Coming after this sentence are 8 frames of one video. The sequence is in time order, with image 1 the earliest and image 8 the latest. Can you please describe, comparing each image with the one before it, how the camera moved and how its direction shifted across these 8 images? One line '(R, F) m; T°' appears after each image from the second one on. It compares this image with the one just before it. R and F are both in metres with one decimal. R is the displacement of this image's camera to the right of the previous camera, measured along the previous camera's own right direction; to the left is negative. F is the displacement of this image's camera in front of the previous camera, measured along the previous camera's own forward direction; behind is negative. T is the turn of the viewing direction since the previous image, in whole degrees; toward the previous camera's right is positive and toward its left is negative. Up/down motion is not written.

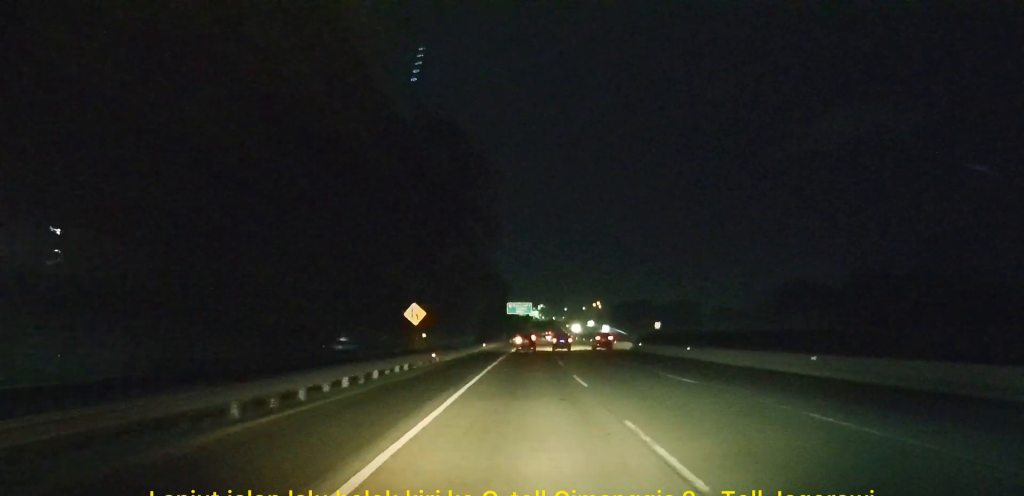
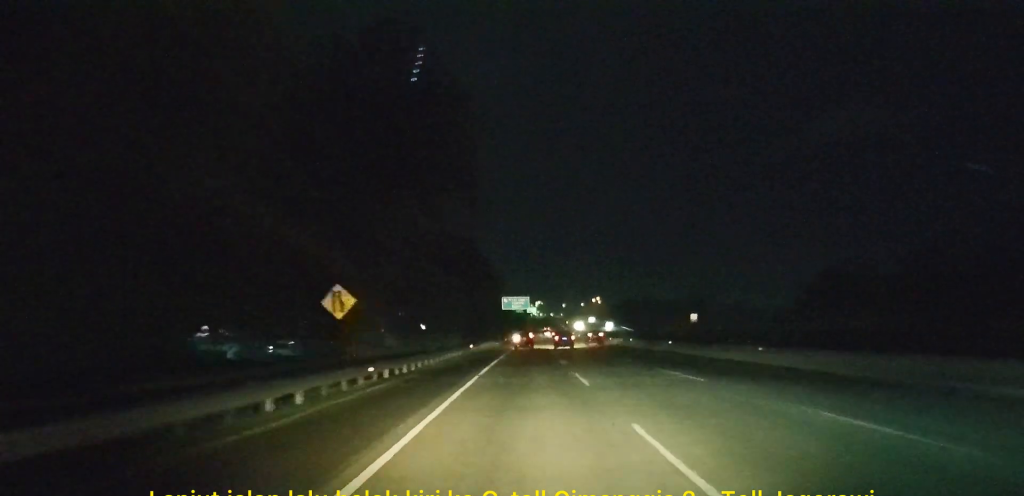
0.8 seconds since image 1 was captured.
(+0.1, +15.2) m; 0°
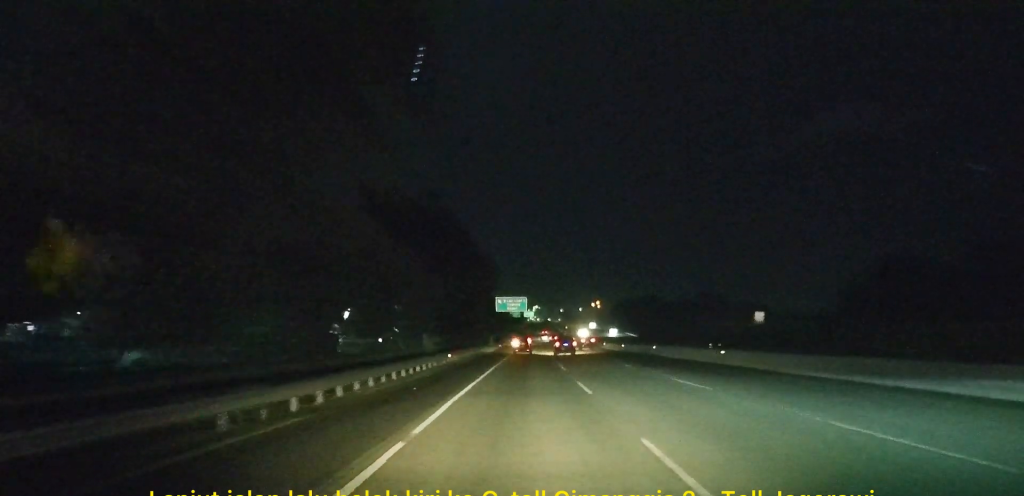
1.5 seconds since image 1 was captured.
(+0.1, +14.6) m; 0°
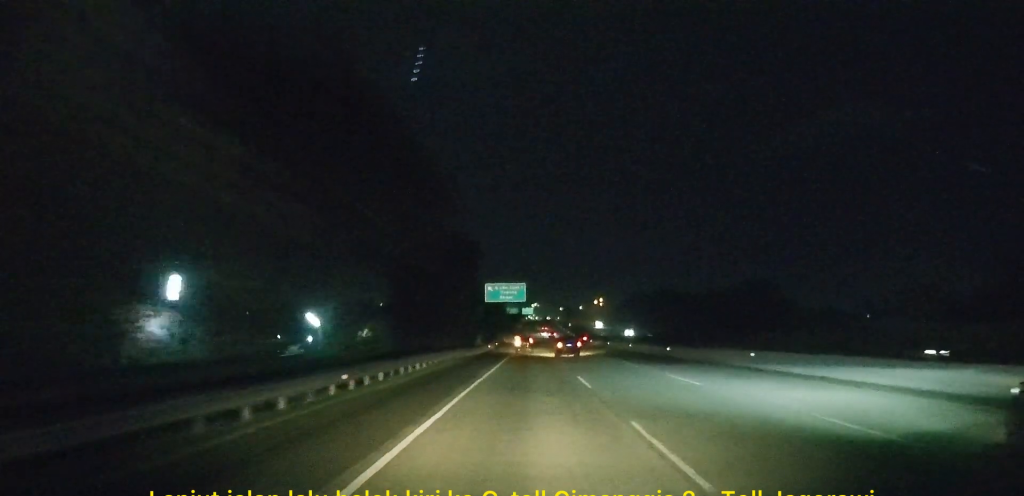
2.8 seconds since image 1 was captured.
(0.0, +27.7) m; 0°
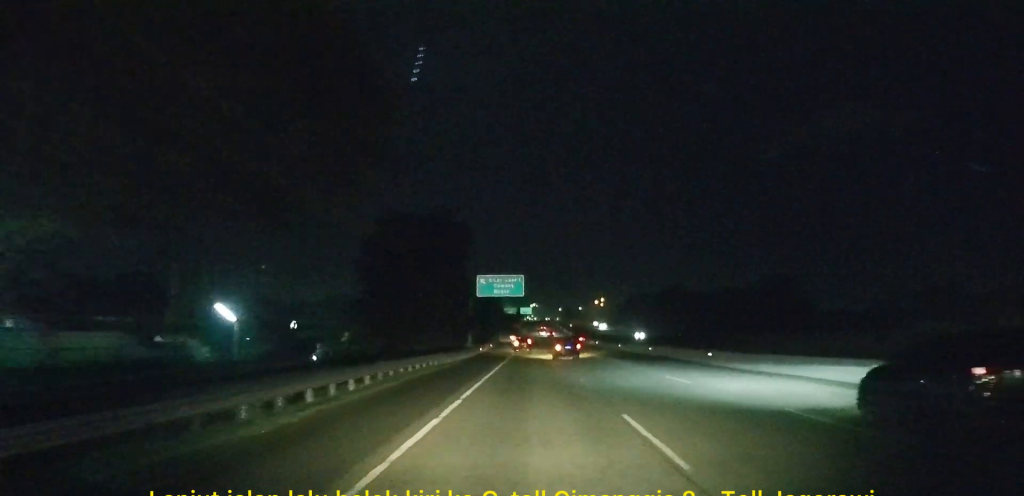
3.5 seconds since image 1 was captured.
(0.0, +13.8) m; 0°
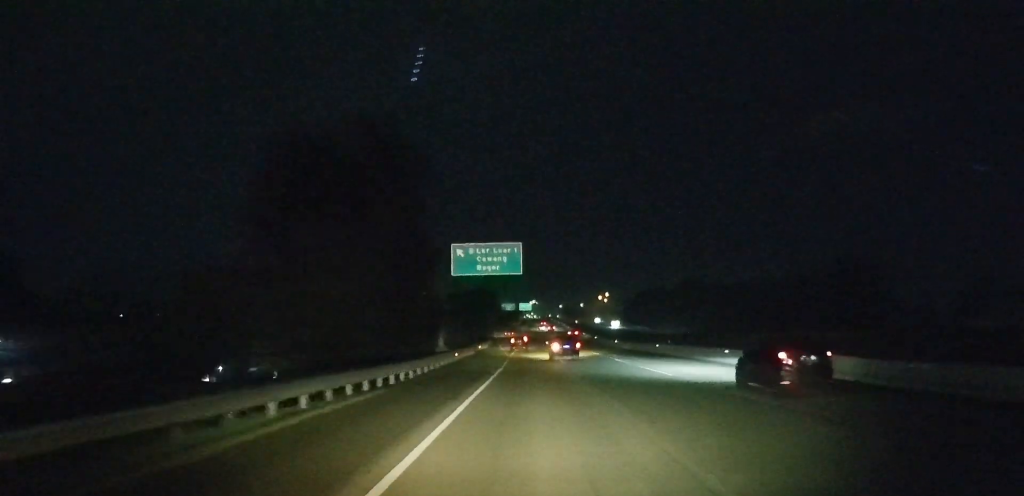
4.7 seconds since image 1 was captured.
(+0.2, +27.6) m; 0°
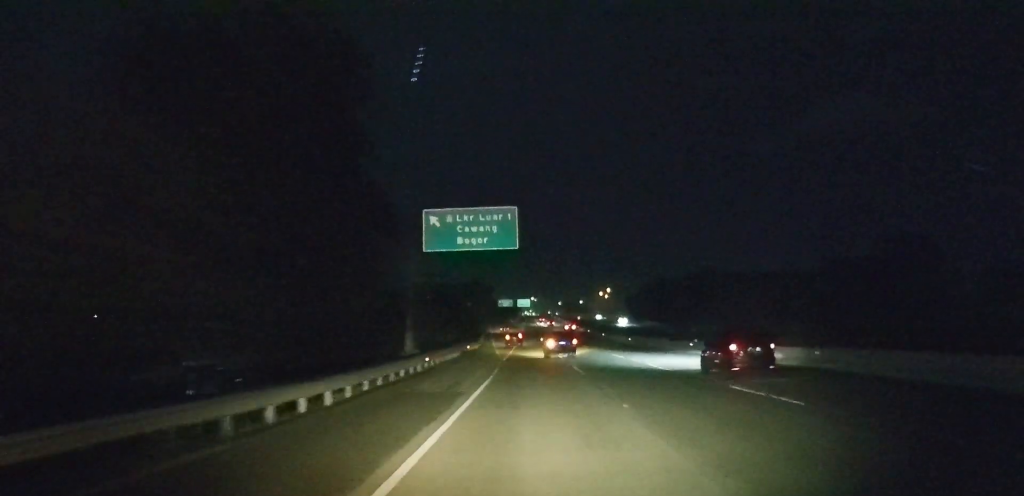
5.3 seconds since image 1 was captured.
(0.0, +13.7) m; 0°
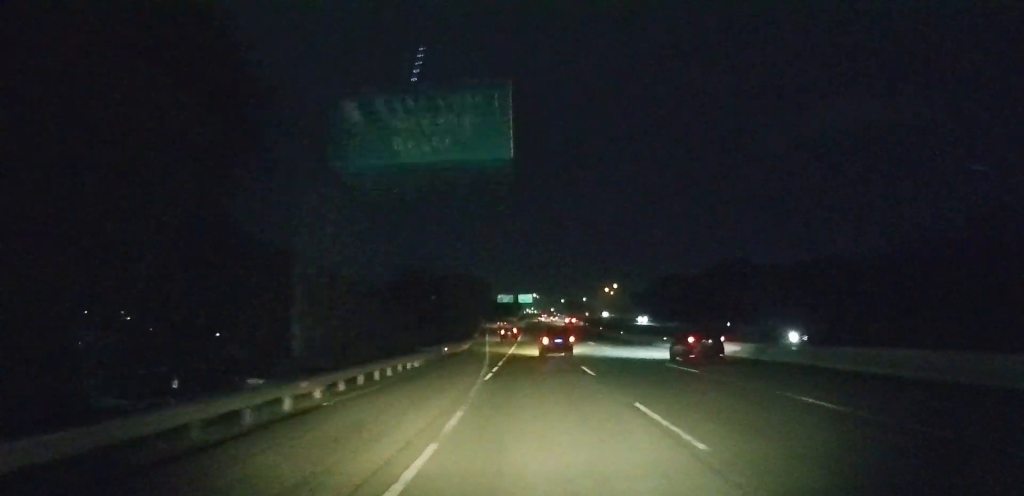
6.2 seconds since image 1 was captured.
(0.0, +19.2) m; 0°
